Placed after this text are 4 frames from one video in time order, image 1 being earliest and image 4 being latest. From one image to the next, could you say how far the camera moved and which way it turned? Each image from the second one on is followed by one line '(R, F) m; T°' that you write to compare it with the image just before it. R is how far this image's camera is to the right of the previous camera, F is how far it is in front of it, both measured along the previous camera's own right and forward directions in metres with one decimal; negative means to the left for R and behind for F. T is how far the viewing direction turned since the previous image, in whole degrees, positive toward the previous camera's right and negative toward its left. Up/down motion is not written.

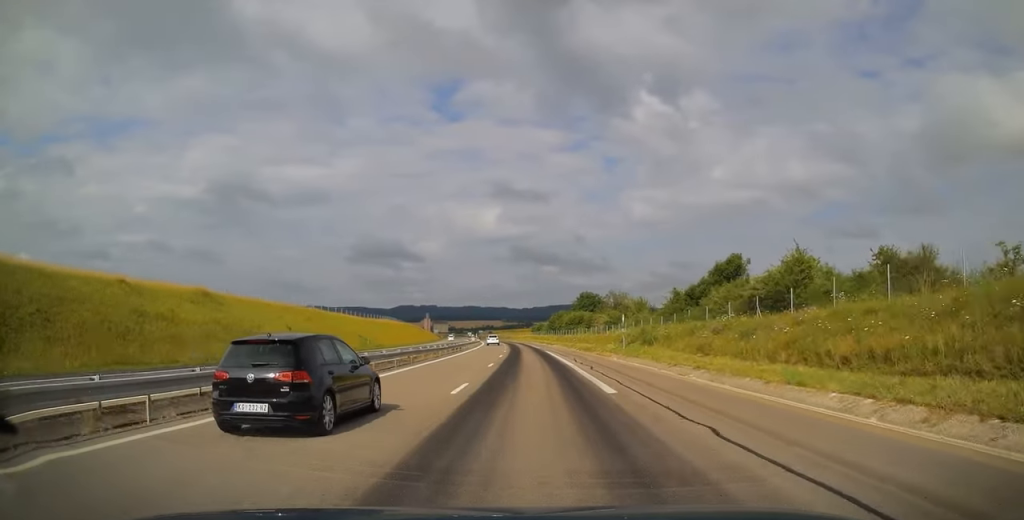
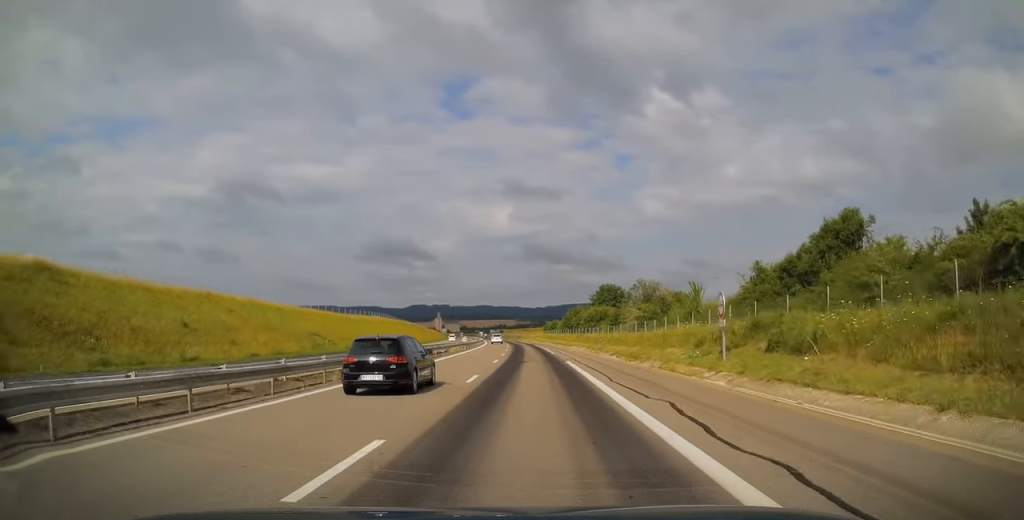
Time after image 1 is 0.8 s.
(-0.2, +22.7) m; -1°
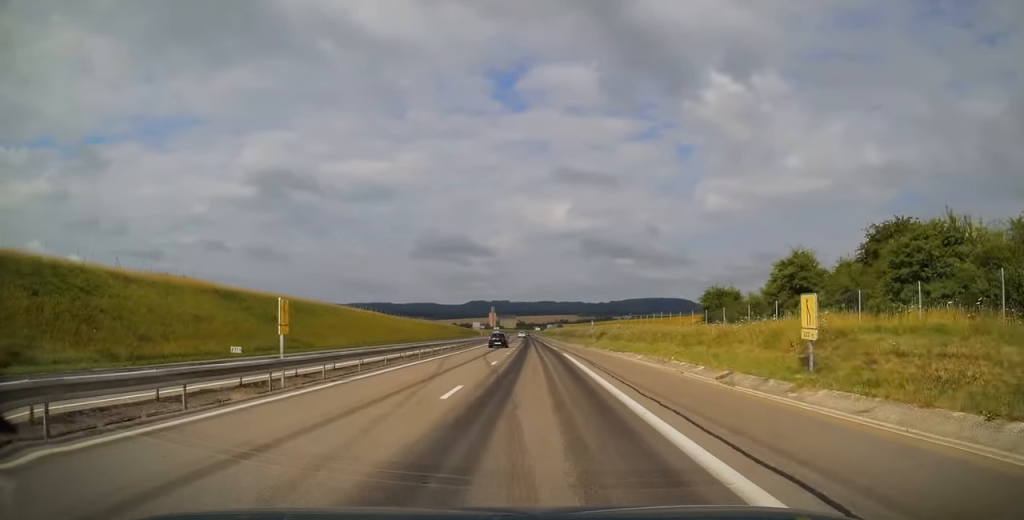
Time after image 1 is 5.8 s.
(-6.9, +147.9) m; -5°
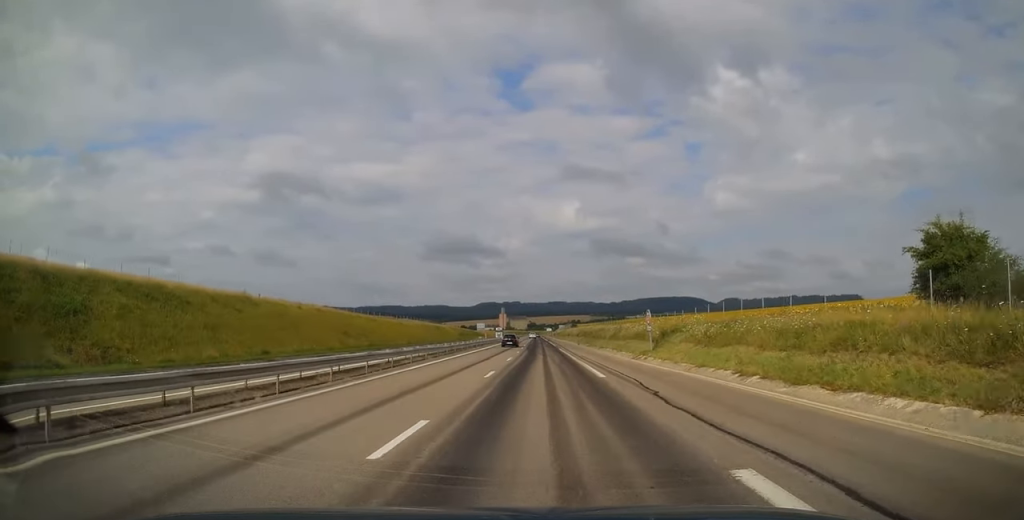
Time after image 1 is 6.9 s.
(-0.3, +32.0) m; -1°
